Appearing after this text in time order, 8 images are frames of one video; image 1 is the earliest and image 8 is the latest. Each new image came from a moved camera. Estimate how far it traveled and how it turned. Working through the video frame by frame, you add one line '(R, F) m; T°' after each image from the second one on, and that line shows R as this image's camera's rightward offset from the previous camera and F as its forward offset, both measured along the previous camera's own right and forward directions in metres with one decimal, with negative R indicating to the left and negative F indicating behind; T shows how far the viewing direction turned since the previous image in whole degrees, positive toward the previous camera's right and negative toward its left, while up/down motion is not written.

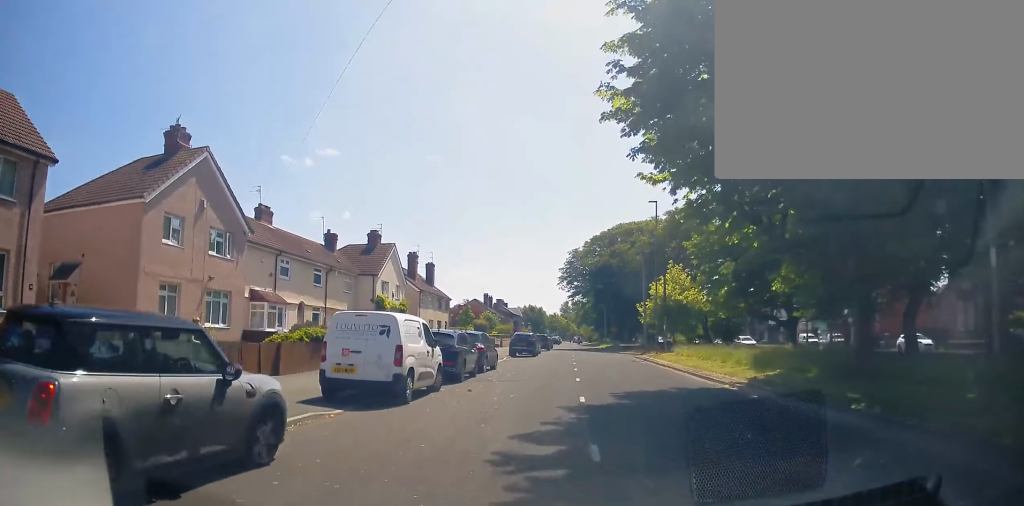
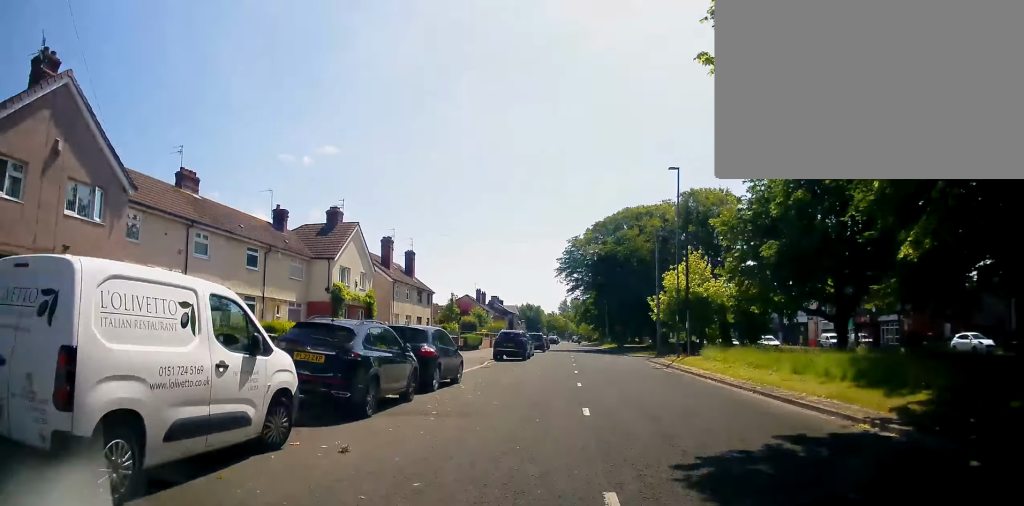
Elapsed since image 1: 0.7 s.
(+0.1, +8.4) m; 0°
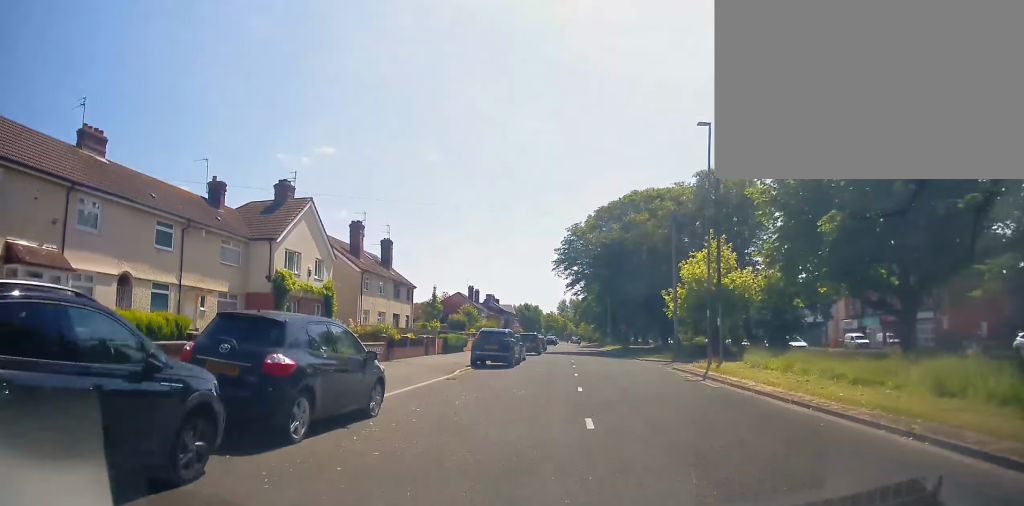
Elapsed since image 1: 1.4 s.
(+0.1, +7.5) m; -1°
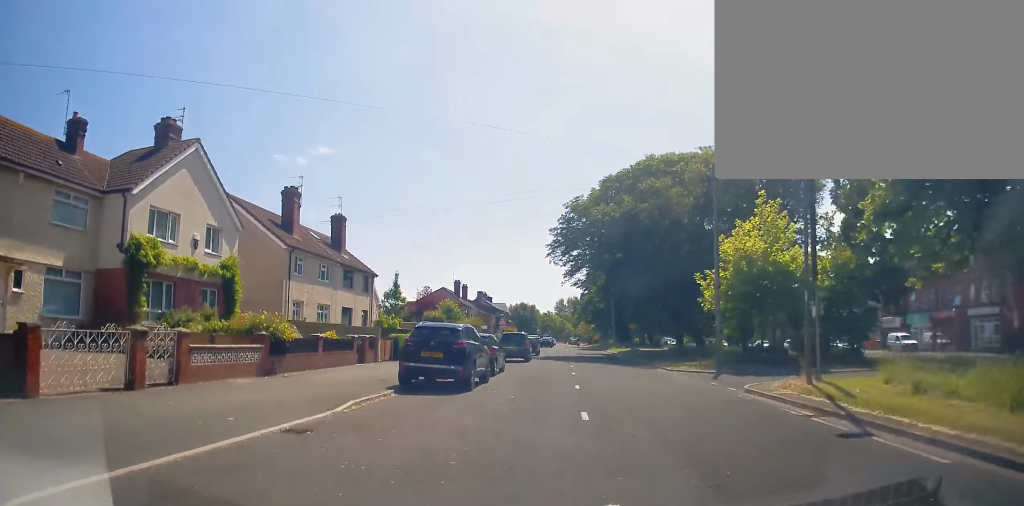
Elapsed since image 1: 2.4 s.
(-0.3, +10.9) m; -2°
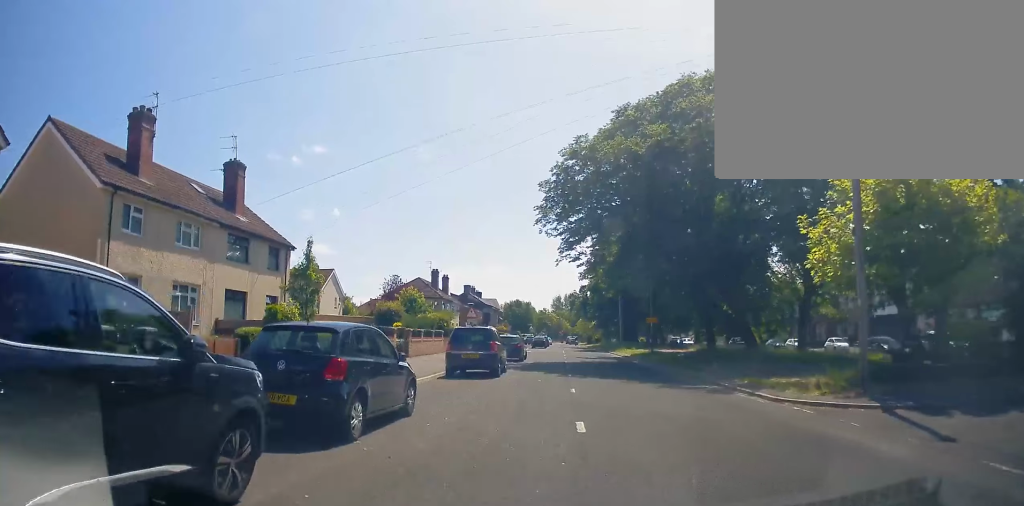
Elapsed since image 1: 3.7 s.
(+0.2, +13.7) m; +2°
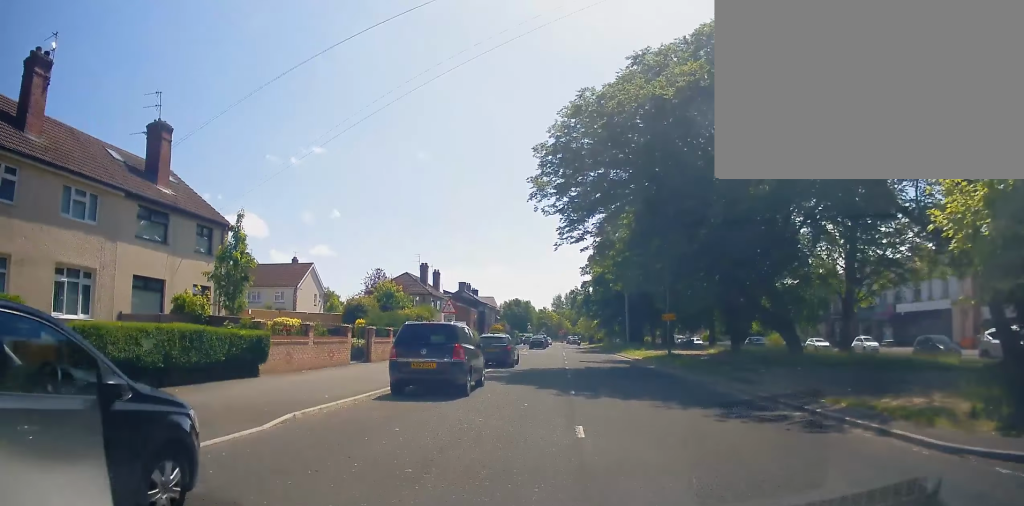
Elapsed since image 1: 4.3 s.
(0.0, +6.5) m; +2°
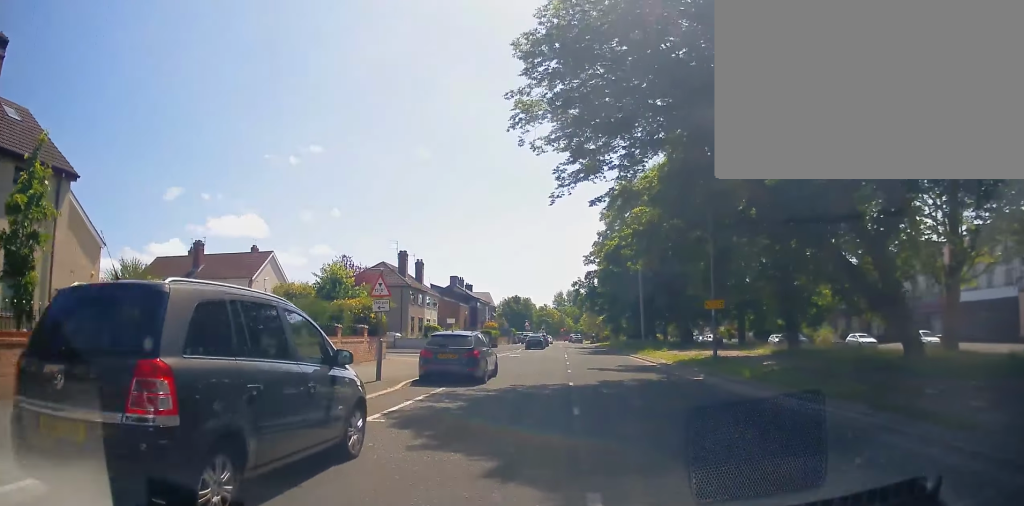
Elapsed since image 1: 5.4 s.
(+0.2, +10.4) m; -1°
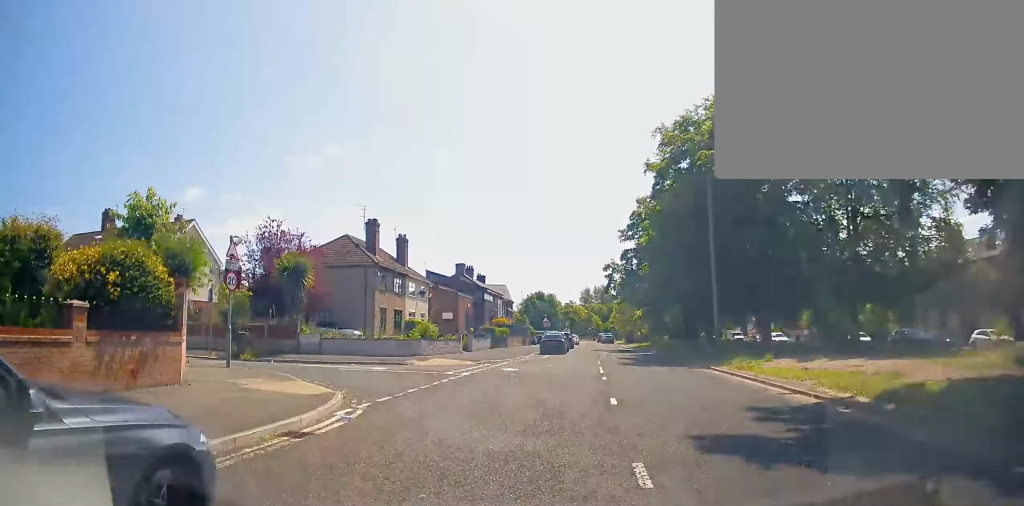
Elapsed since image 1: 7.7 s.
(-0.4, +18.6) m; -4°
